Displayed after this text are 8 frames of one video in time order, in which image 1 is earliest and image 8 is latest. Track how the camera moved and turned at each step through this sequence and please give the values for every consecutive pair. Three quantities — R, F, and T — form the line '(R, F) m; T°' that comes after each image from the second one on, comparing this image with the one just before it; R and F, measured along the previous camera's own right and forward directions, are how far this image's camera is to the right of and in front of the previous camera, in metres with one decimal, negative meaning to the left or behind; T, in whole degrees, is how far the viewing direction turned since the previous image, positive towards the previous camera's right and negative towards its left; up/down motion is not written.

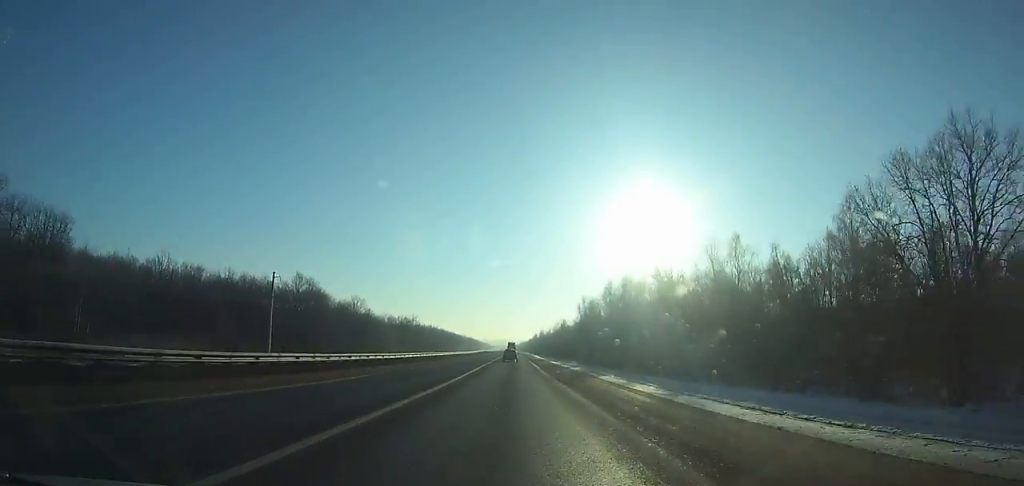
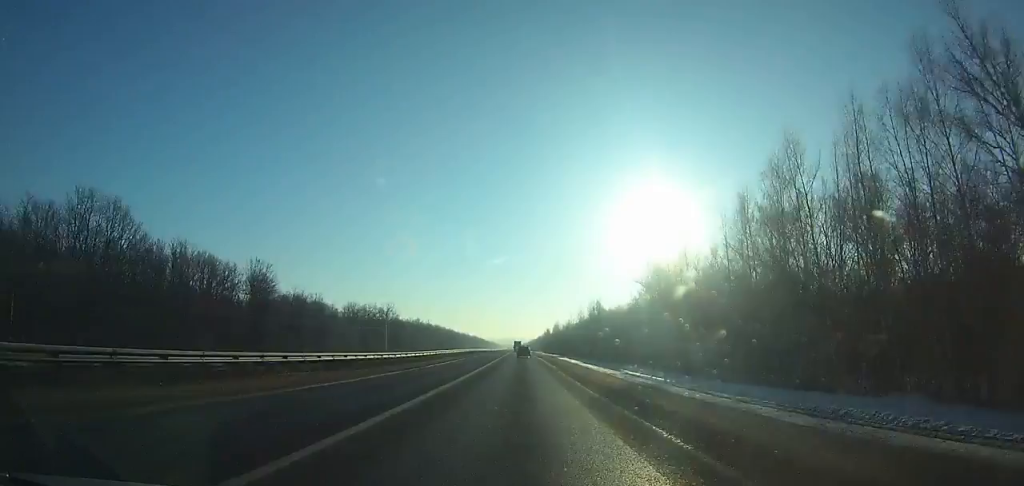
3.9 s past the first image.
(-0.2, +73.6) m; 0°
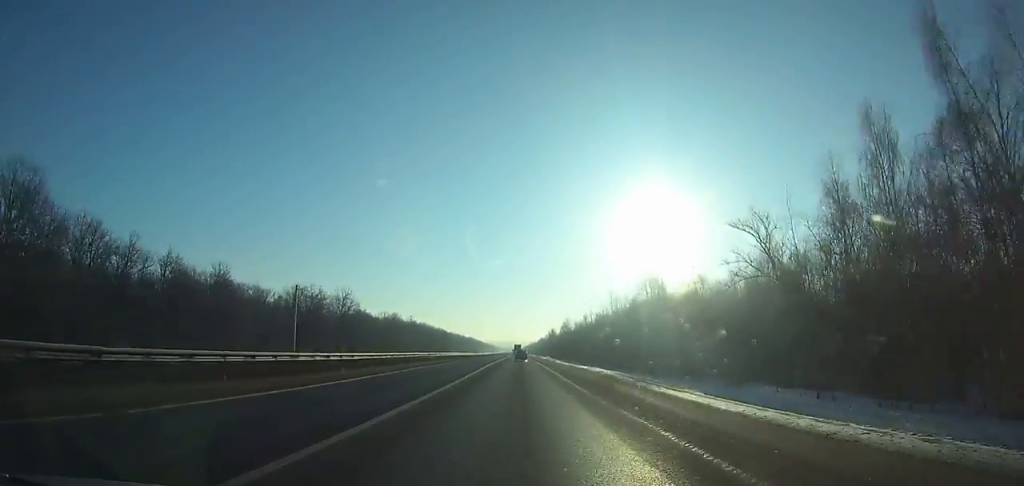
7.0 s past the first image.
(+0.1, +59.1) m; 0°
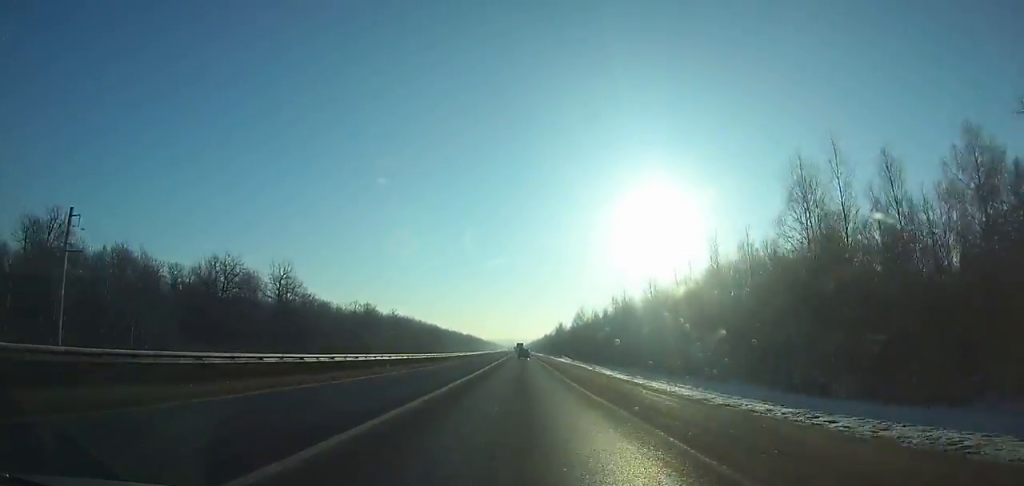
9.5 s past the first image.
(0.0, +48.2) m; 0°
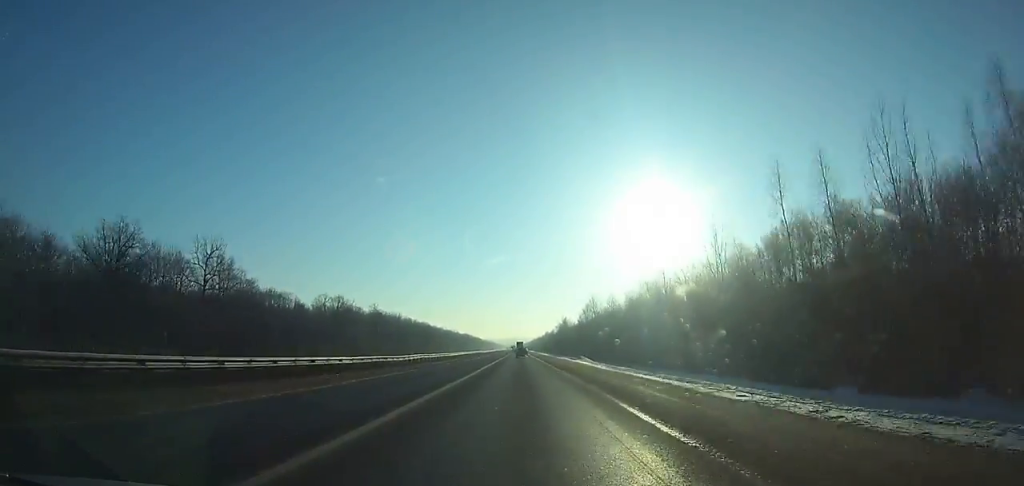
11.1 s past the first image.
(0.0, +31.2) m; 0°
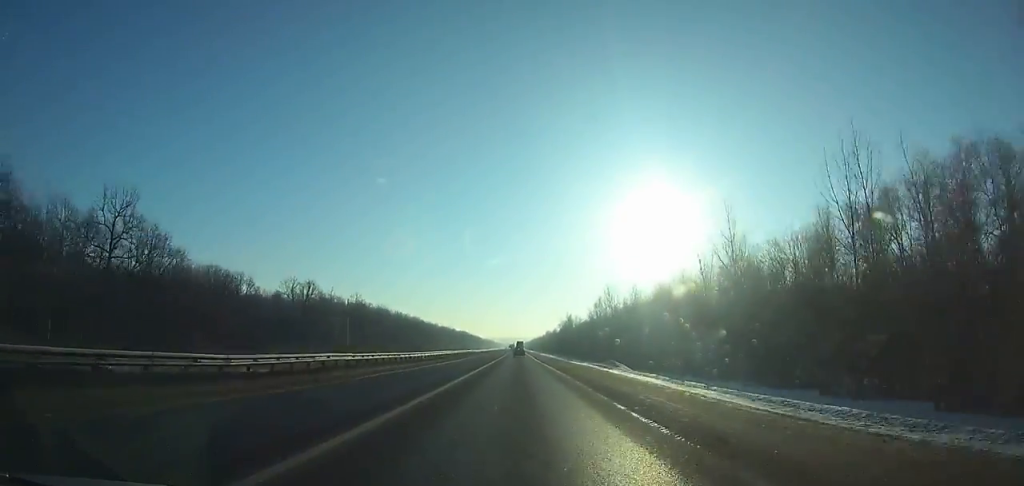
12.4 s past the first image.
(+0.1, +25.7) m; 0°
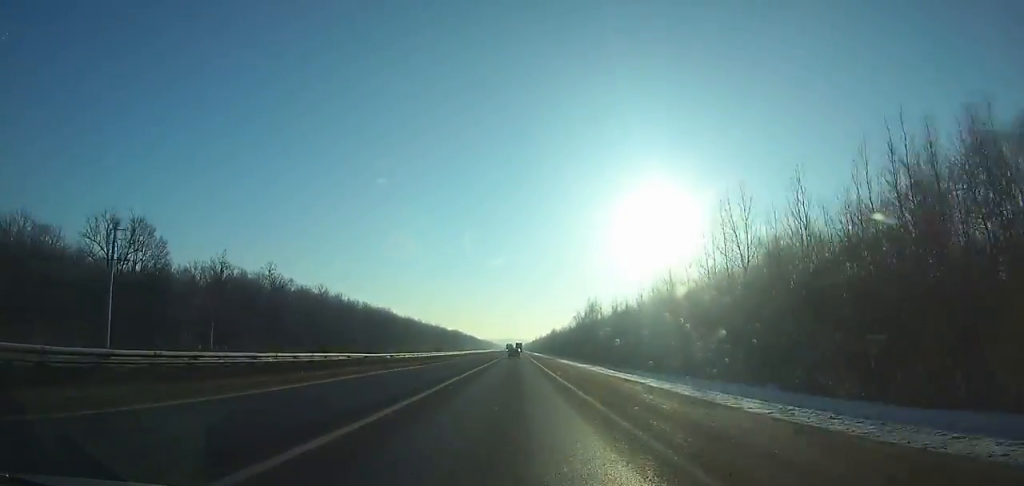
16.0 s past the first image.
(0.0, +72.3) m; 0°
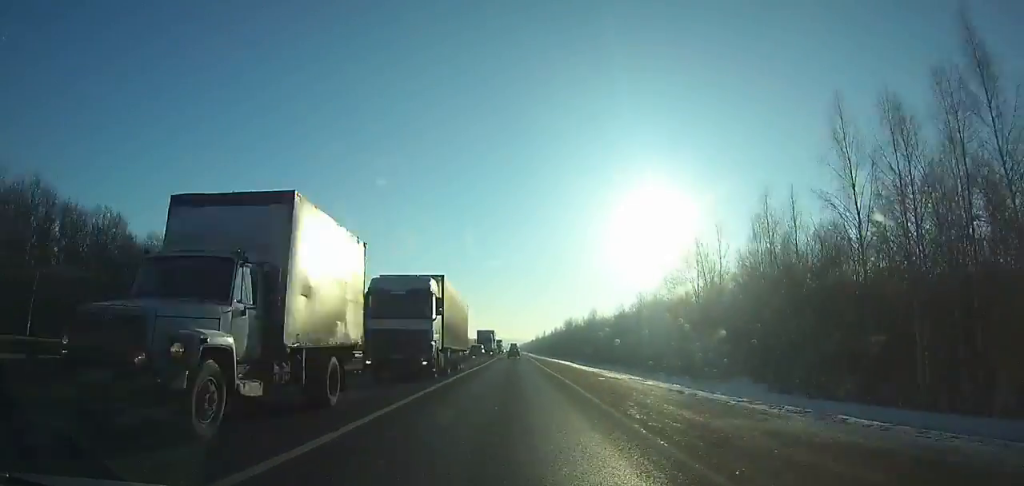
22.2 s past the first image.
(-0.5, +130.2) m; 0°
